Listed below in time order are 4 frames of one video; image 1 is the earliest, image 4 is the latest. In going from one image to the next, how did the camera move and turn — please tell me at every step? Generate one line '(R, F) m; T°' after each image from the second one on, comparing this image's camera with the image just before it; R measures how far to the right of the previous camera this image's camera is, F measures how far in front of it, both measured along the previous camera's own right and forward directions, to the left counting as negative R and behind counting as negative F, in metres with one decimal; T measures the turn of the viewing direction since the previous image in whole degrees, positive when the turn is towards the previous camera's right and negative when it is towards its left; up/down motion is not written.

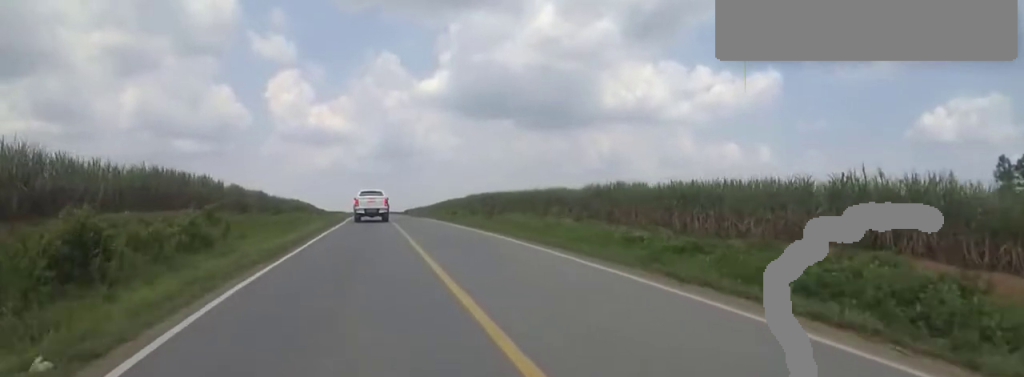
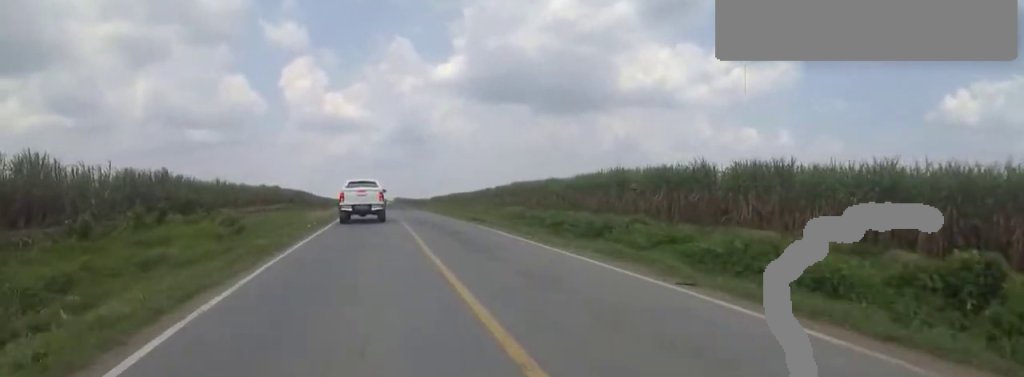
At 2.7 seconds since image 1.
(0.0, +40.9) m; 0°
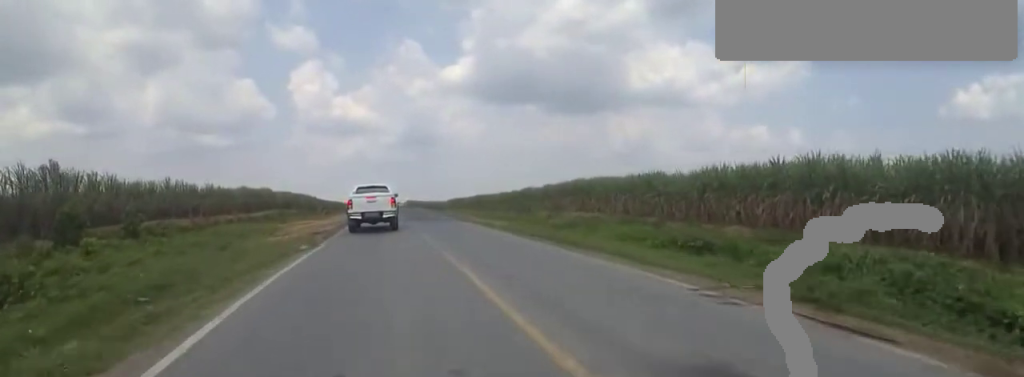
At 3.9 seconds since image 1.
(0.0, +15.8) m; 0°
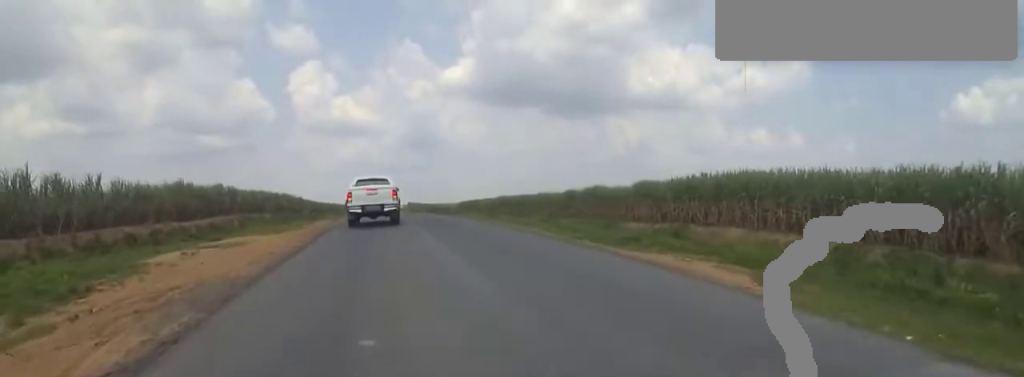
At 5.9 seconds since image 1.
(0.0, +20.5) m; 0°
